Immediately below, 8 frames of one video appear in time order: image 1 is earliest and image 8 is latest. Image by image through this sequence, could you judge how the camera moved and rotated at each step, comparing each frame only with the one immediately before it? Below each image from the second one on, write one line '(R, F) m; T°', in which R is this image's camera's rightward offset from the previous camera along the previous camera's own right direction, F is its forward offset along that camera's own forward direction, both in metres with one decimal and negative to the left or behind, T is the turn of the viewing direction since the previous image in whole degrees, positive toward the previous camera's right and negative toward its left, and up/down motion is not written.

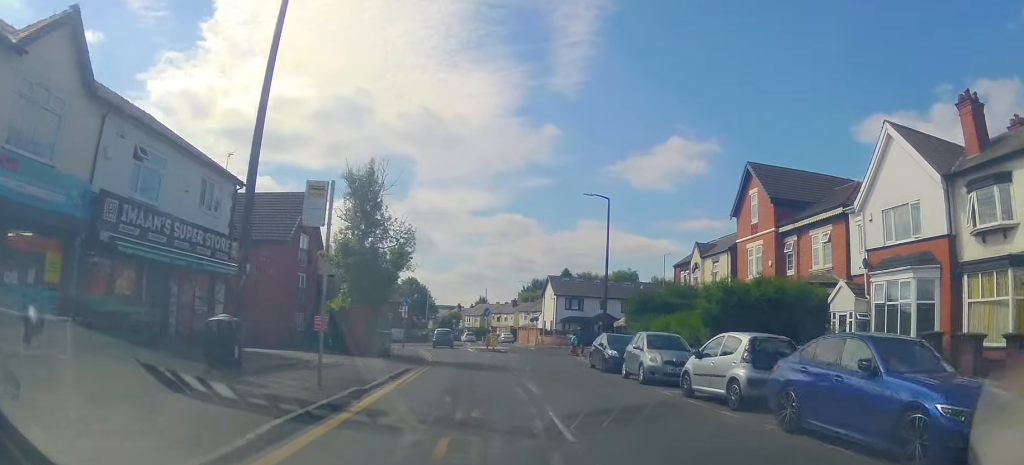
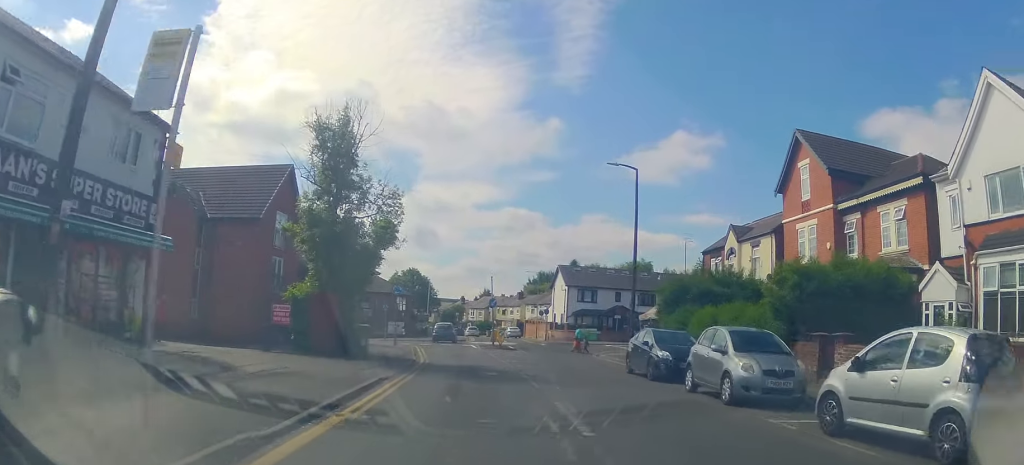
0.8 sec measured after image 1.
(0.0, +6.0) m; -2°
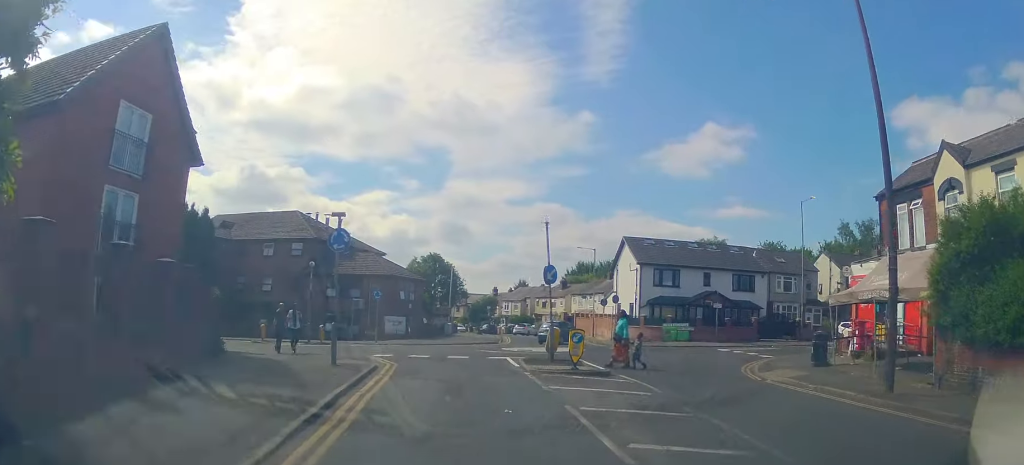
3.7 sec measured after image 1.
(-0.3, +19.9) m; 0°
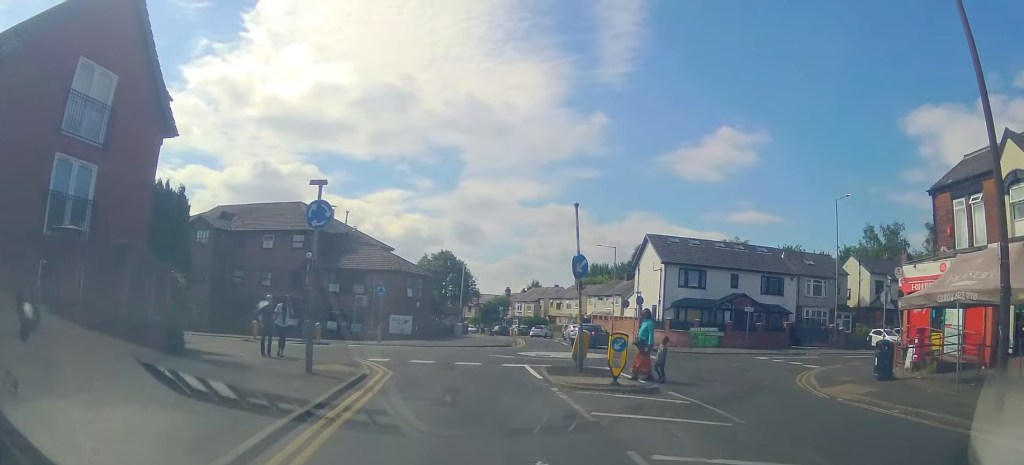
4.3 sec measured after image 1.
(0.0, +3.3) m; -2°
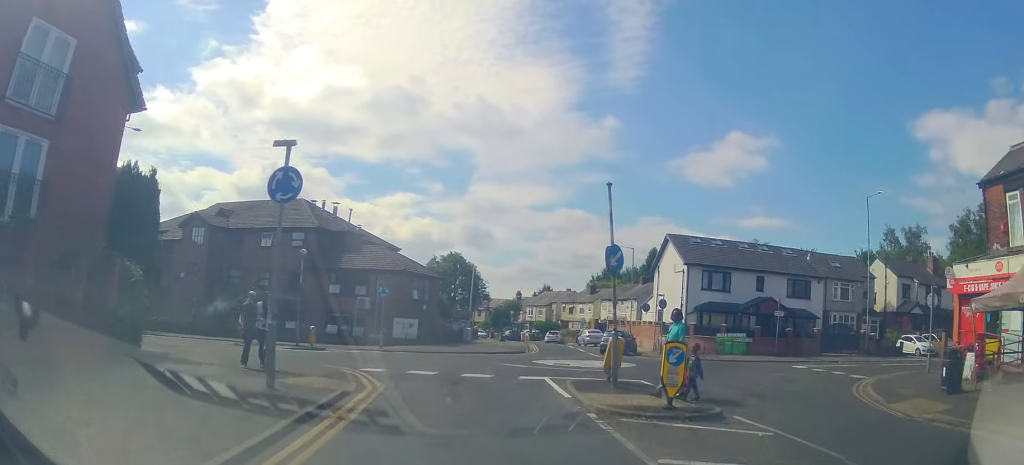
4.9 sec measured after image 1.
(0.0, +3.0) m; -3°
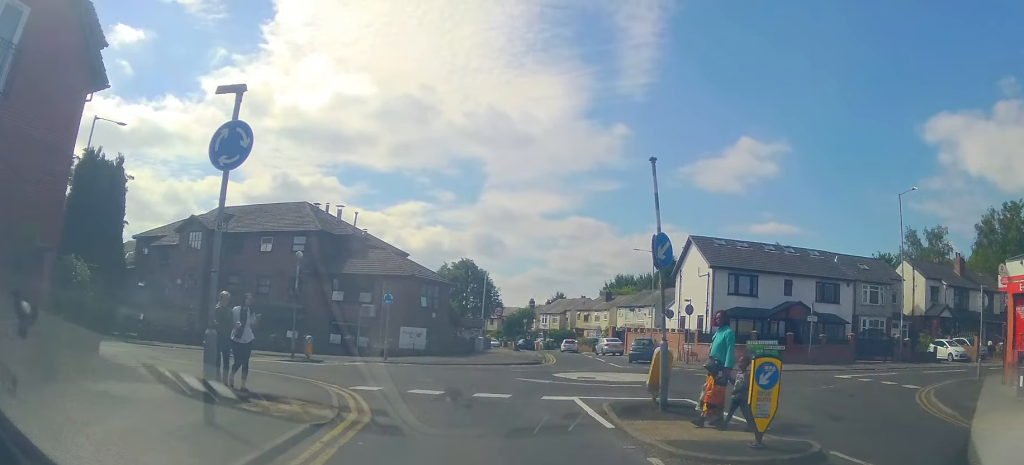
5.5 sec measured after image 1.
(-0.2, +2.6) m; 0°
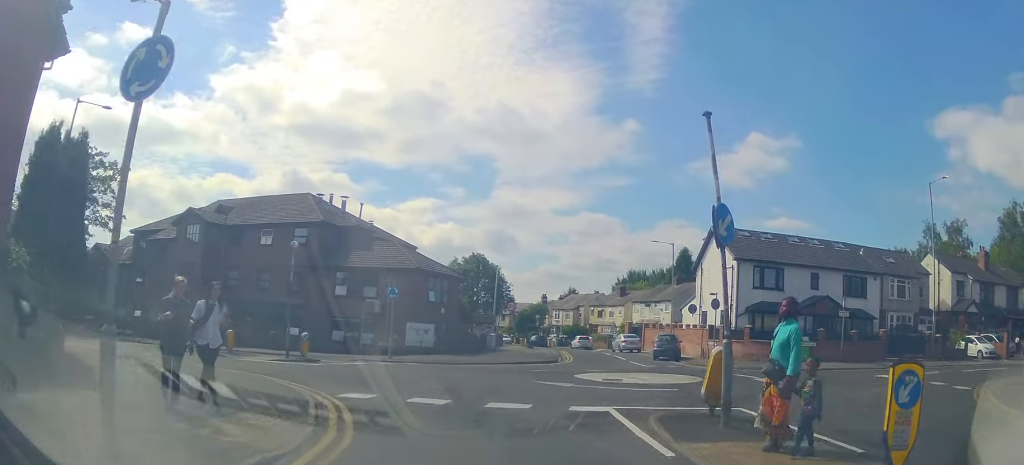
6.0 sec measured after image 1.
(-0.1, +2.4) m; 0°
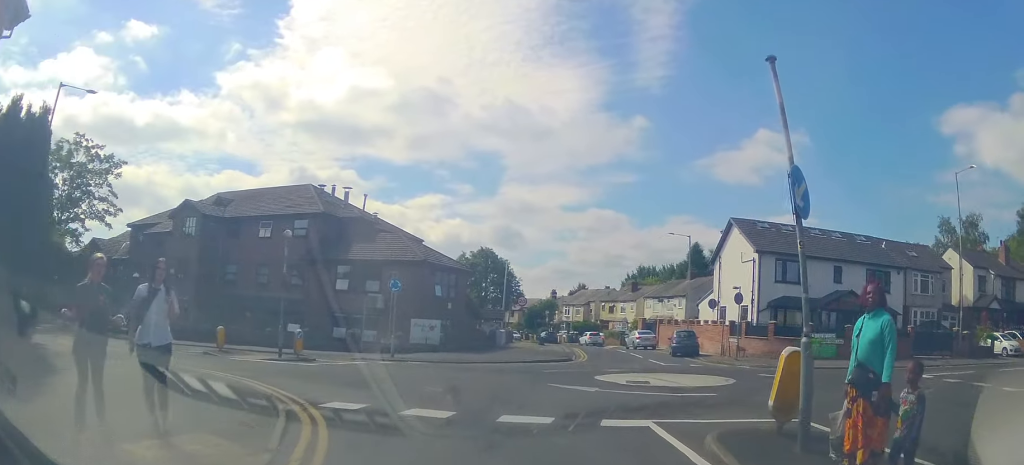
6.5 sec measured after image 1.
(+0.1, +2.1) m; +2°
